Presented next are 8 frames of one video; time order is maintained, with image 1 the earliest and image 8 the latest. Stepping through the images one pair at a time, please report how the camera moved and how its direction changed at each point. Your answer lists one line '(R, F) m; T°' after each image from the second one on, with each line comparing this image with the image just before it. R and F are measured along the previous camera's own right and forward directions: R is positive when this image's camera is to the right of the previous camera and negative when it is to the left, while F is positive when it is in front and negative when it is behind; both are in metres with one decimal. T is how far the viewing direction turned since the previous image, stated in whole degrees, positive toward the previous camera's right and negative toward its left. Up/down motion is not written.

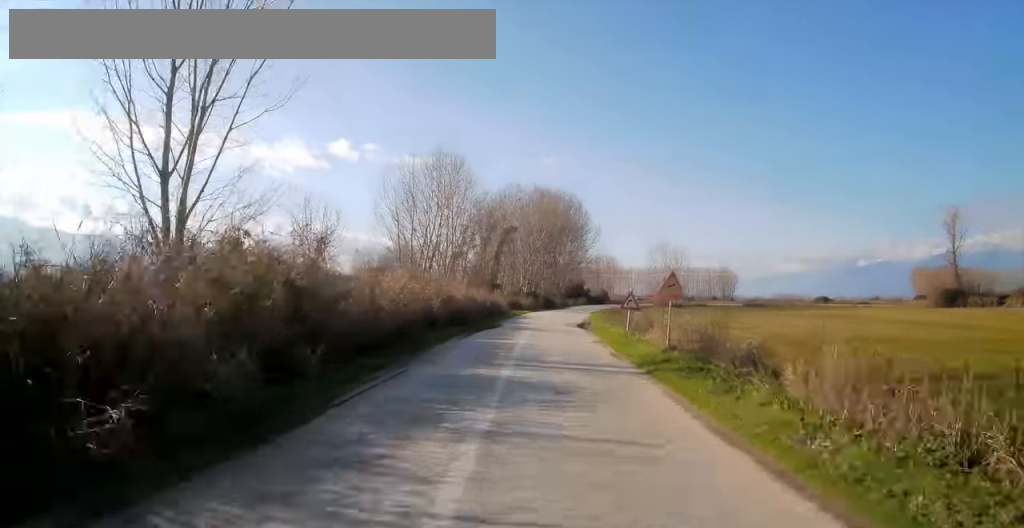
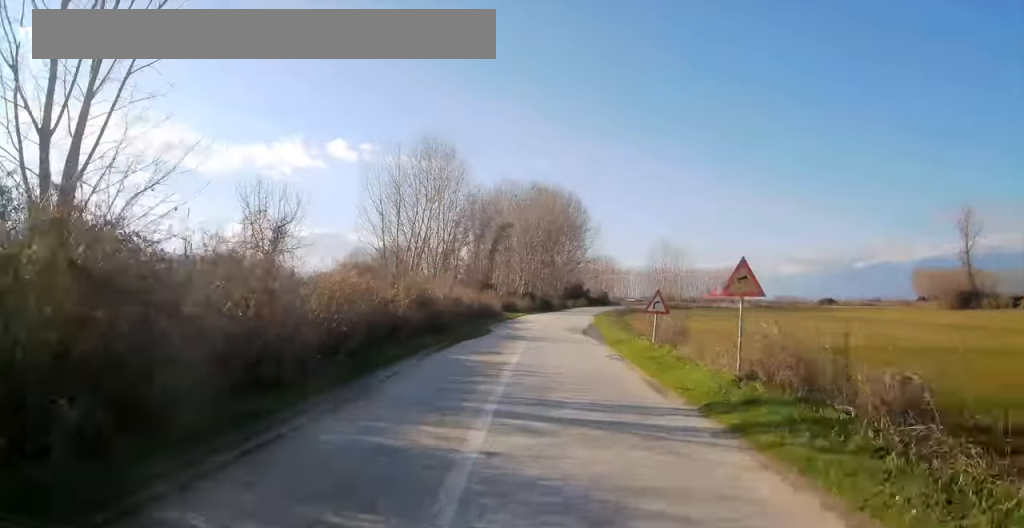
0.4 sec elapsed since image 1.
(-0.1, +6.0) m; 0°
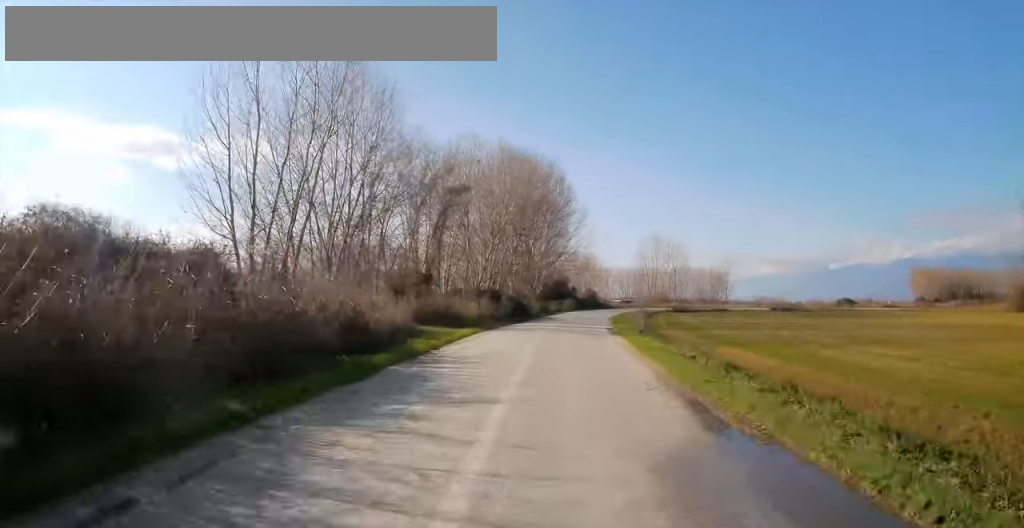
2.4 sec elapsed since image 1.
(+2.2, +29.6) m; +7°
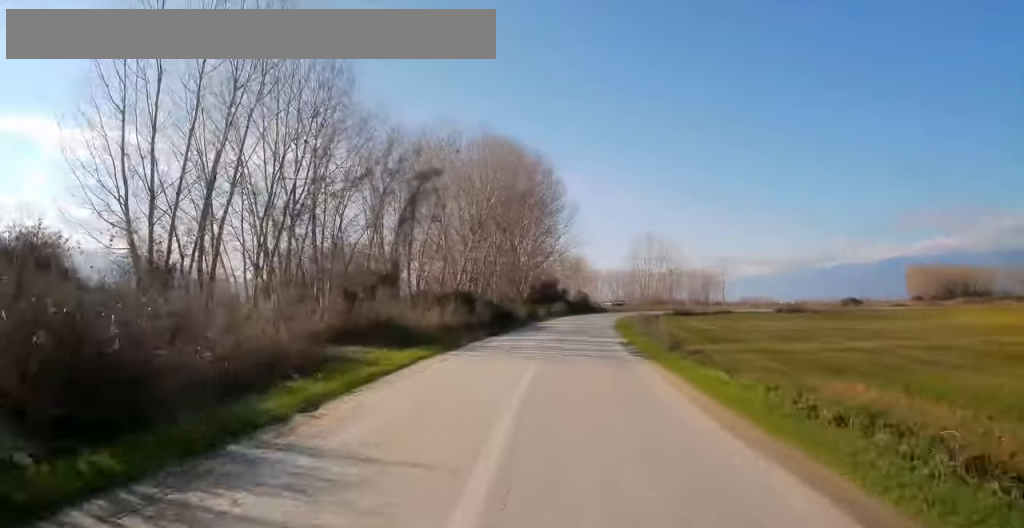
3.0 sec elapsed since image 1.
(-0.1, +9.5) m; 0°
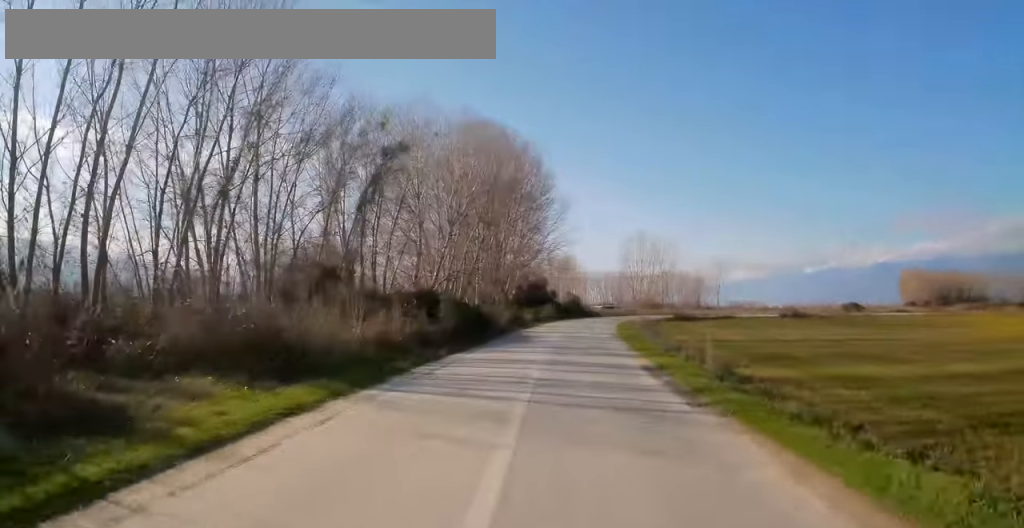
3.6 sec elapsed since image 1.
(0.0, +8.5) m; 0°
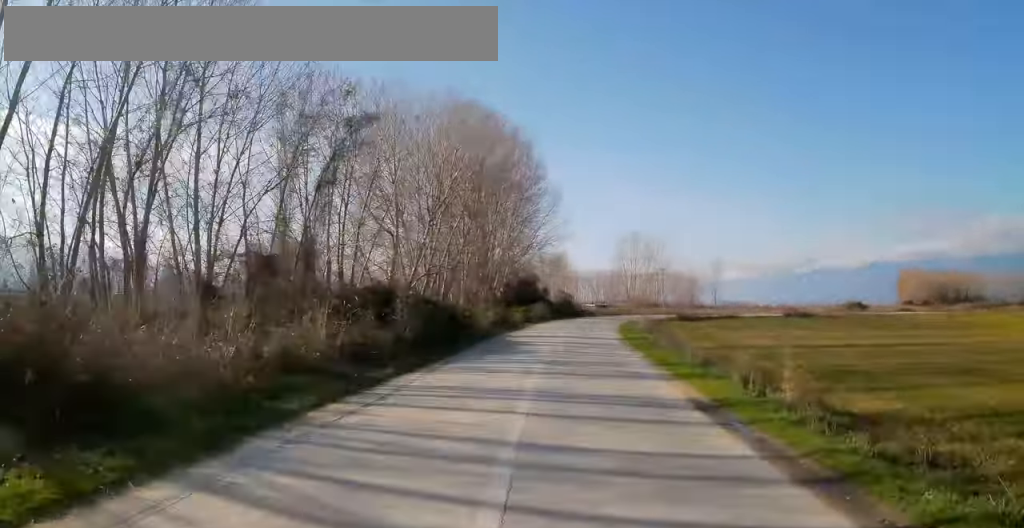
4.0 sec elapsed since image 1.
(0.0, +6.4) m; +1°
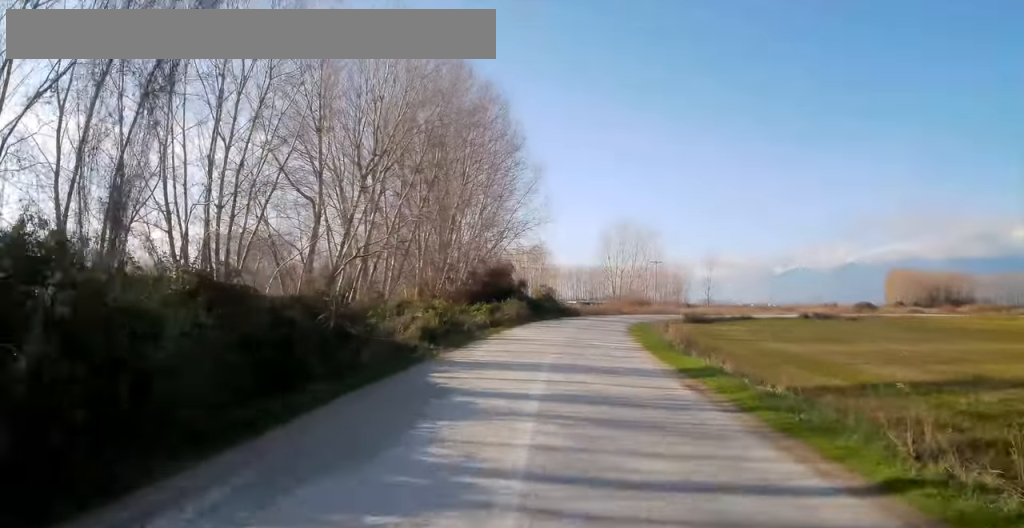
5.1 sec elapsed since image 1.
(+0.3, +15.5) m; +2°
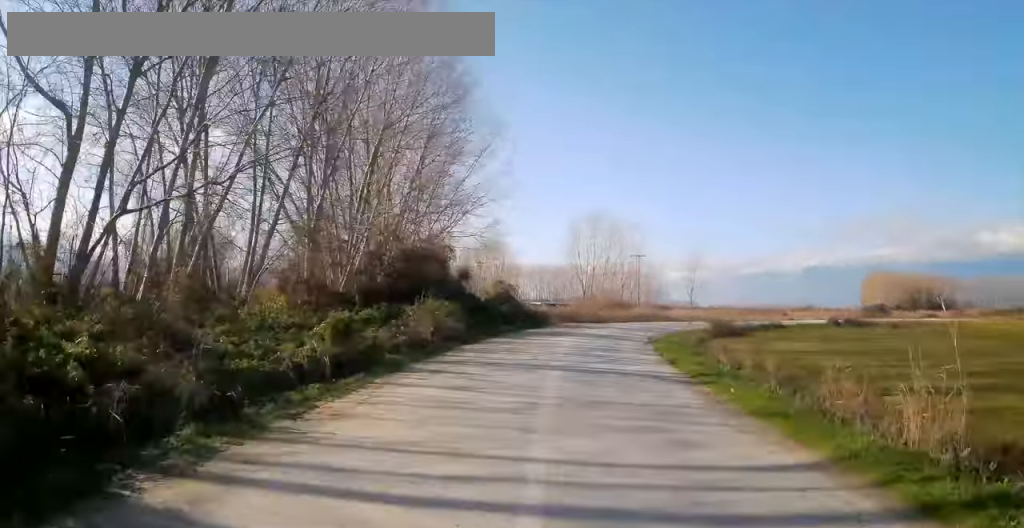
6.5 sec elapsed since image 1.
(+0.6, +20.6) m; +4°
